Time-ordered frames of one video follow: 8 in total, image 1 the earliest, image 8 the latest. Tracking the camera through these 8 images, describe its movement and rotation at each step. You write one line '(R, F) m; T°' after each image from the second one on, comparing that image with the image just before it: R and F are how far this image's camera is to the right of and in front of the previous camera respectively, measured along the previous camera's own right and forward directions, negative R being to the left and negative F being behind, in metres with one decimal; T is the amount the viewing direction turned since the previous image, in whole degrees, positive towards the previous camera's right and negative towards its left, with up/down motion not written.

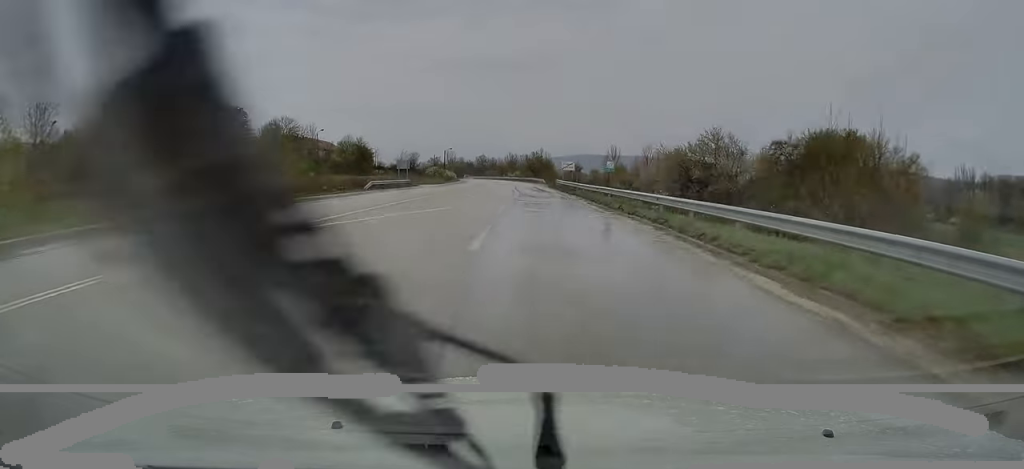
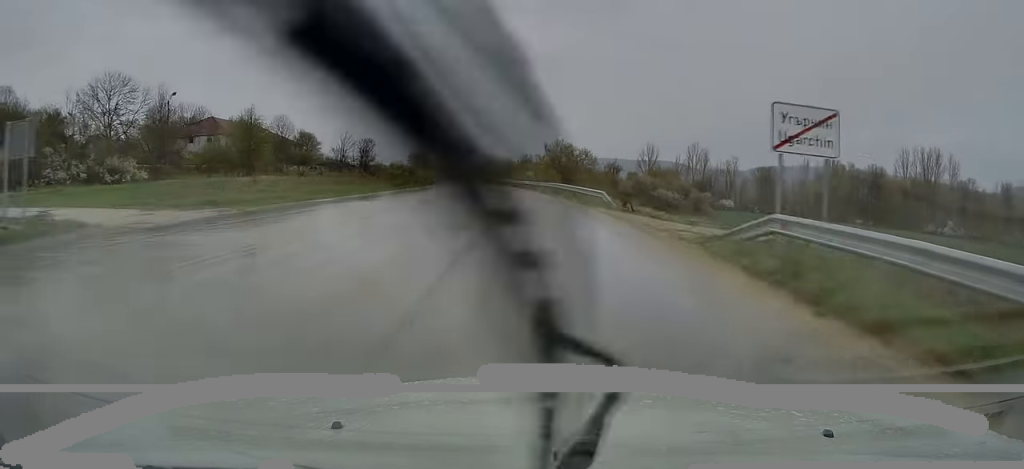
(-0.9, +61.1) m; -2°
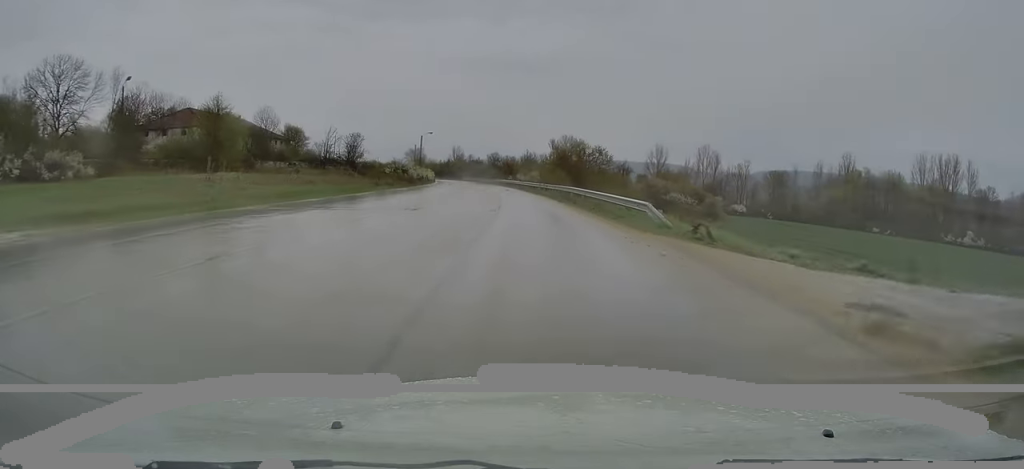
(-0.1, +10.1) m; -1°
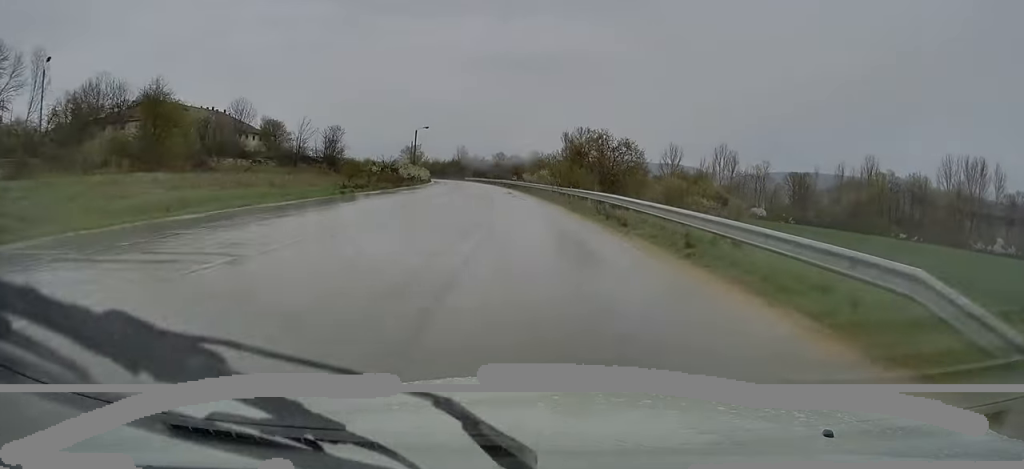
(0.0, +13.5) m; 0°
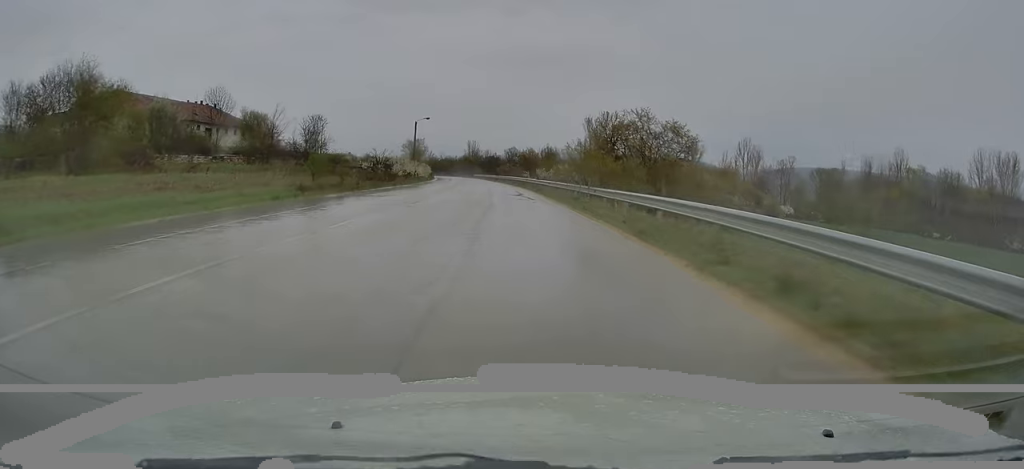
(0.0, +12.2) m; -1°
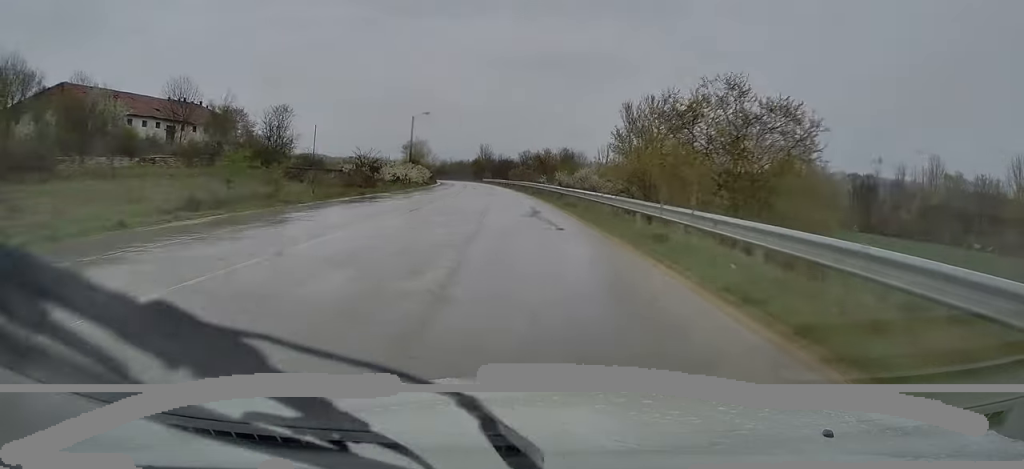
(+0.1, +14.3) m; -1°
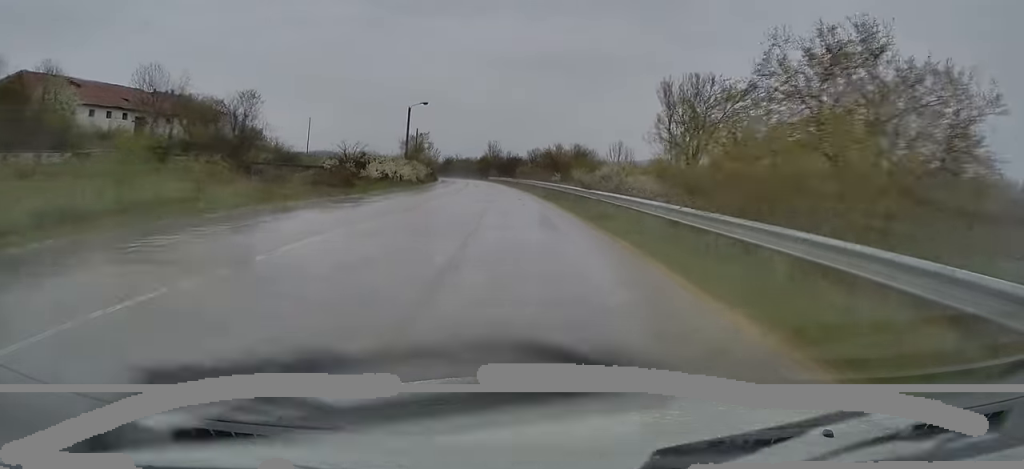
(-0.2, +8.9) m; -1°
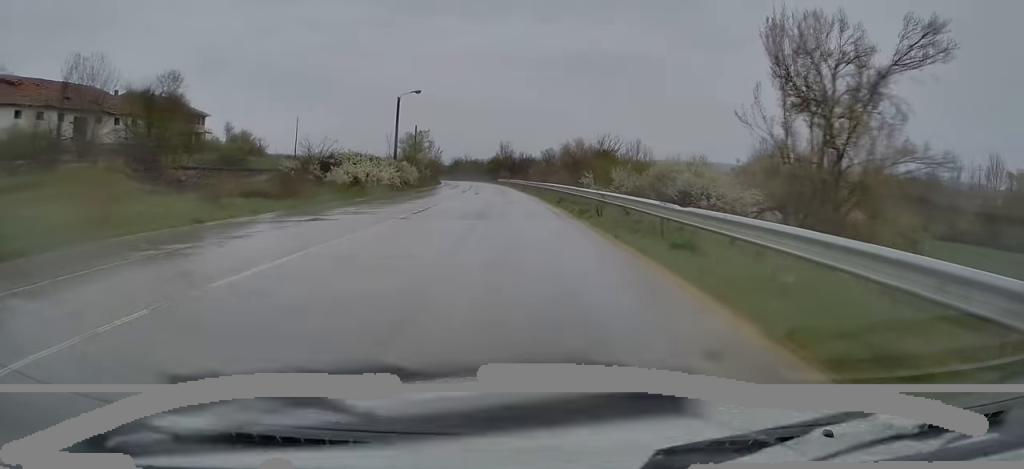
(-0.2, +13.0) m; -1°
